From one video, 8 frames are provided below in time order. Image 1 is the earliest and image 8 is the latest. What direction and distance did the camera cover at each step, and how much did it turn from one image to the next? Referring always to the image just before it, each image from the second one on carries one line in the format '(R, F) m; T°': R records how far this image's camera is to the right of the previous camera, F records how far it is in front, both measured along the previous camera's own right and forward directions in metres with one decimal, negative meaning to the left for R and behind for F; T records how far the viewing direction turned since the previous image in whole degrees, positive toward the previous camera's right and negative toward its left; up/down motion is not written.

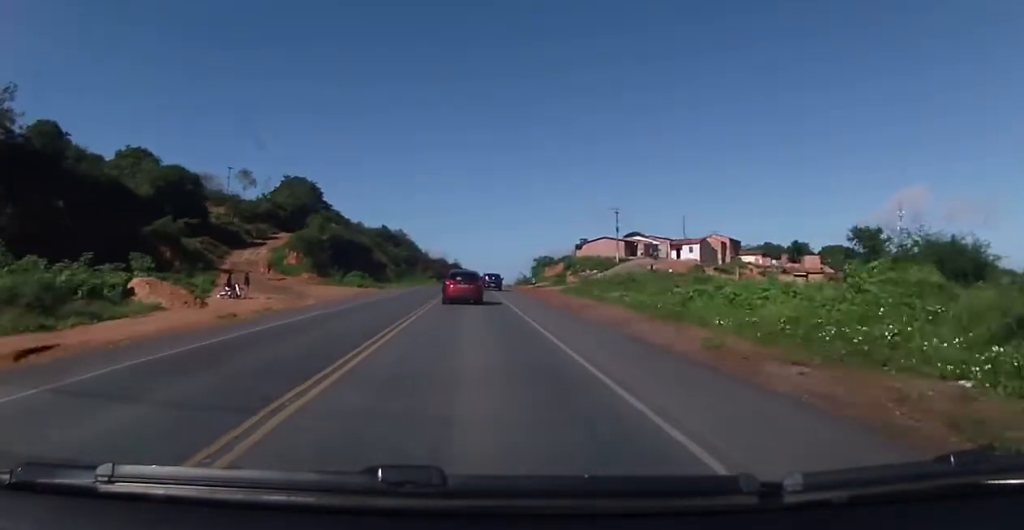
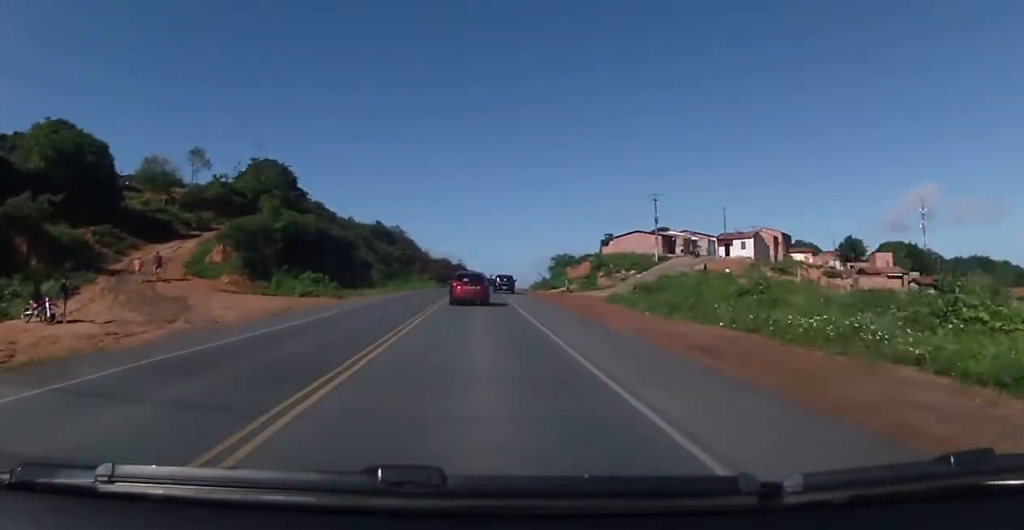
(0.0, +21.9) m; 0°
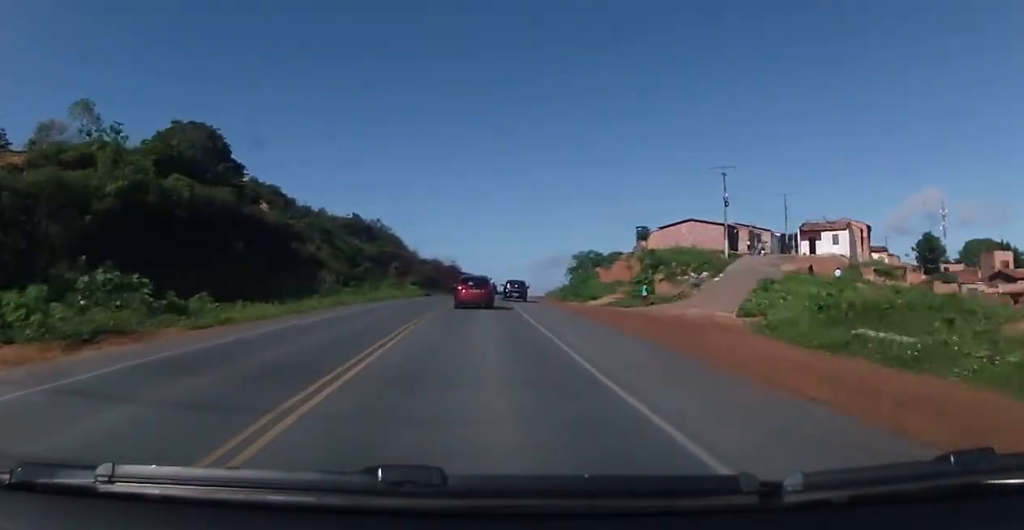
(0.0, +27.7) m; -1°
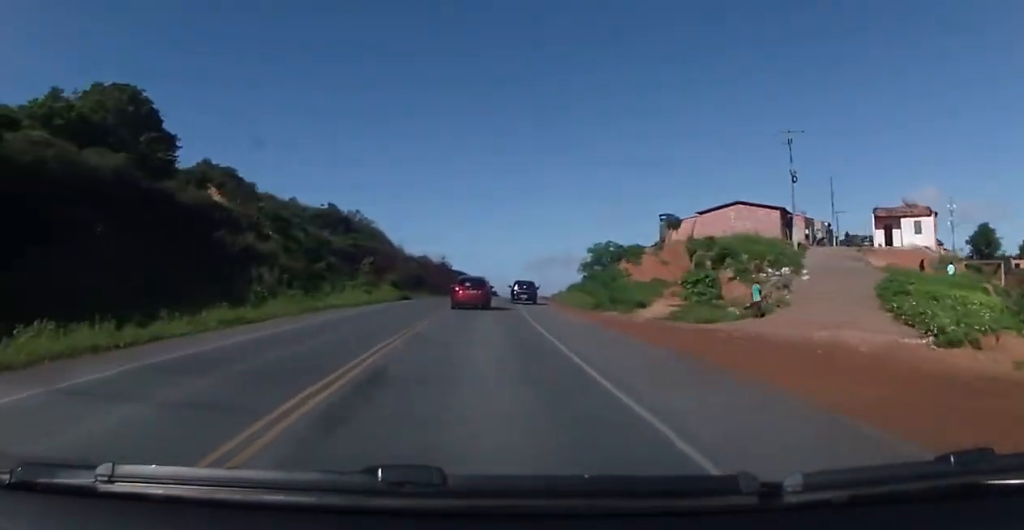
(-0.3, +16.2) m; 0°
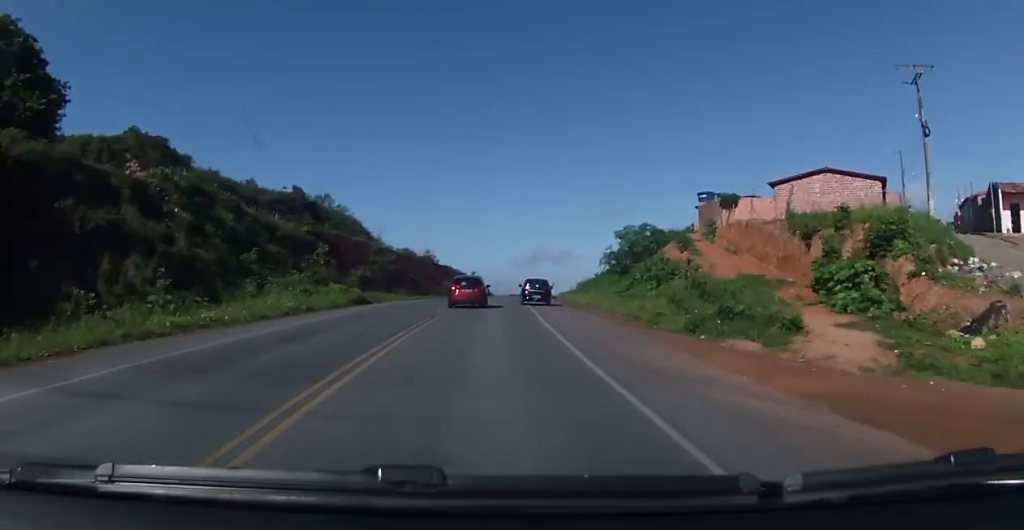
(+0.2, +17.6) m; +1°
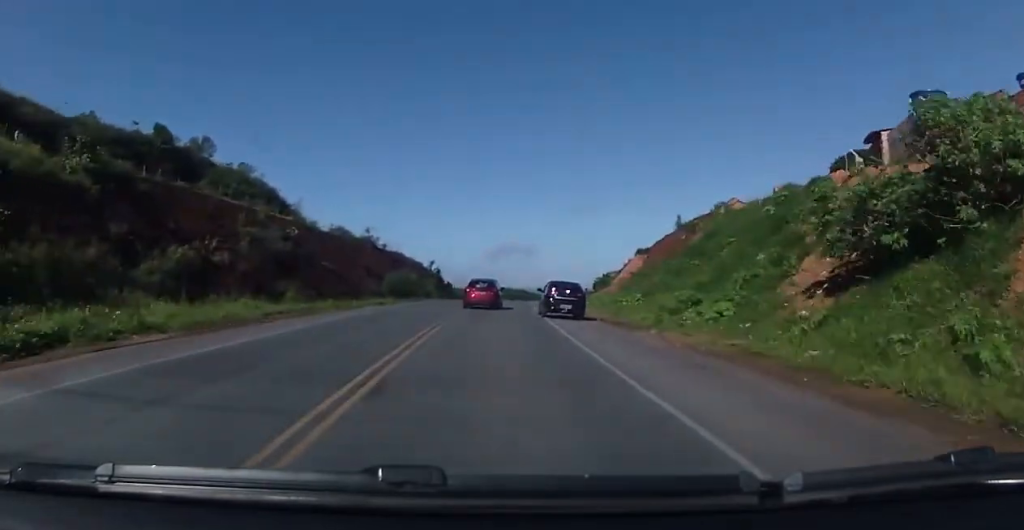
(+0.9, +37.1) m; +2°
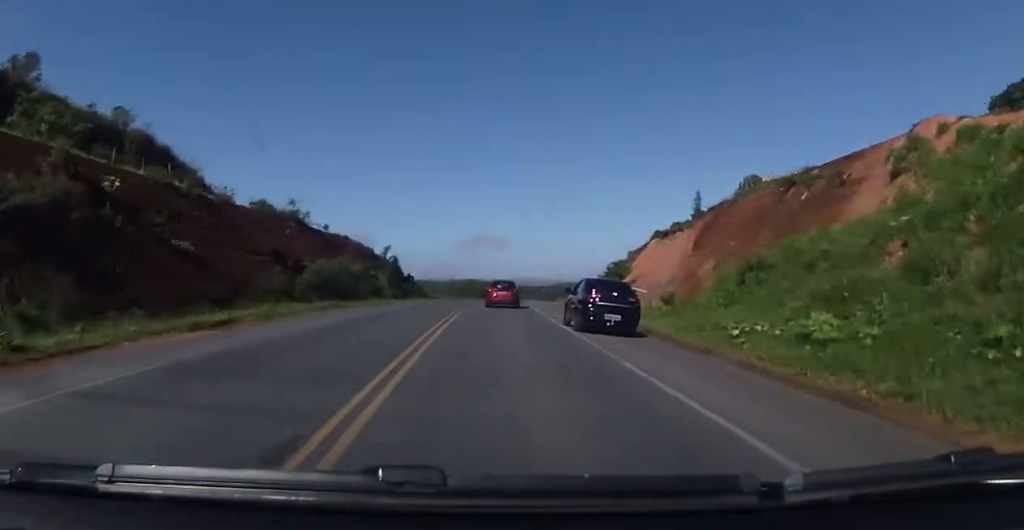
(+0.1, +26.8) m; +2°
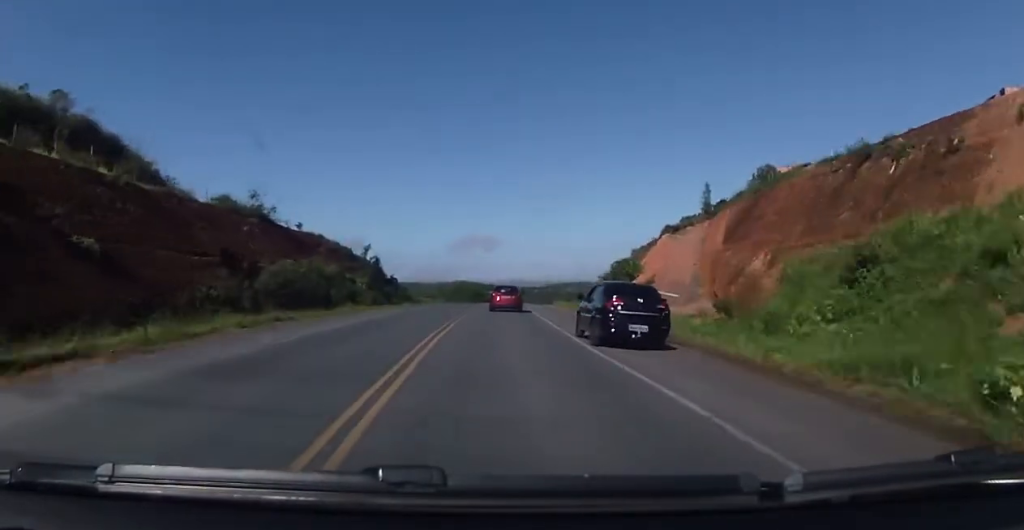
(-0.2, +8.9) m; +1°
